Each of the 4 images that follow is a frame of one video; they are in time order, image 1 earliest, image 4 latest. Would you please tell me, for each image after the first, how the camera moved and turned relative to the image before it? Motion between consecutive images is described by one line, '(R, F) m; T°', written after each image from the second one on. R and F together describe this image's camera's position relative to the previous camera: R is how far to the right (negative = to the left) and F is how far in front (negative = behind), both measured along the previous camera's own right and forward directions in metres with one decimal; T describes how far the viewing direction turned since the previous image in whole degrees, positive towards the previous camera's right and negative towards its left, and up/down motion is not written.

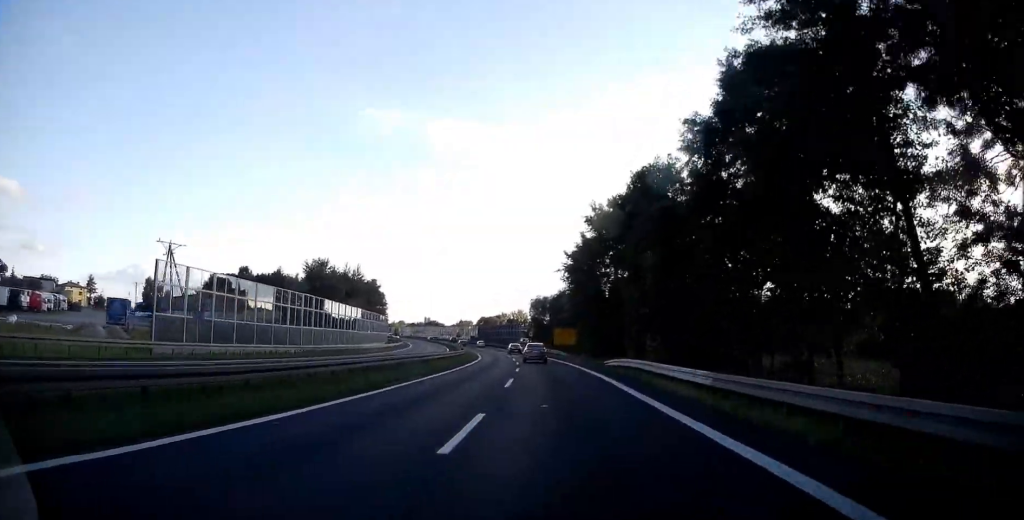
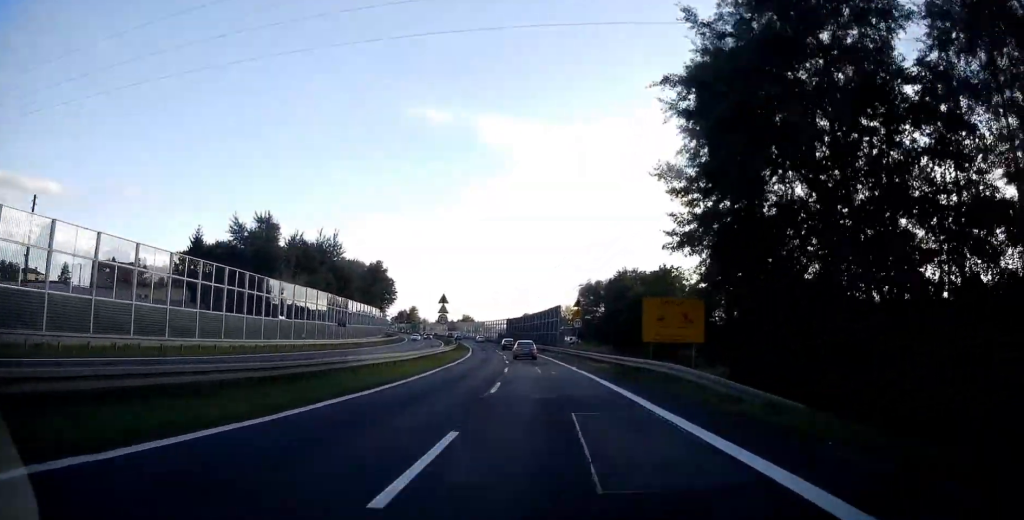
(-1.6, +49.5) m; -3°
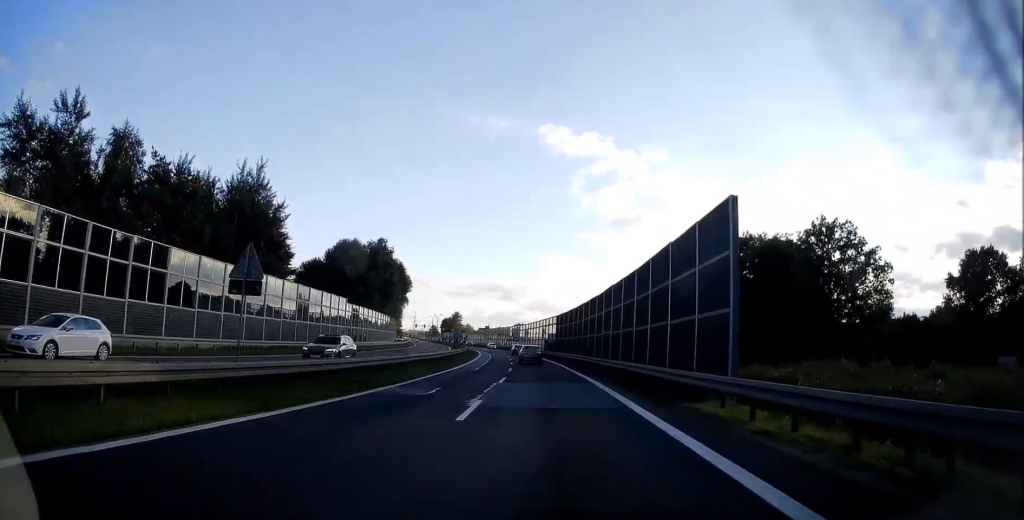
(-3.1, +52.6) m; -7°
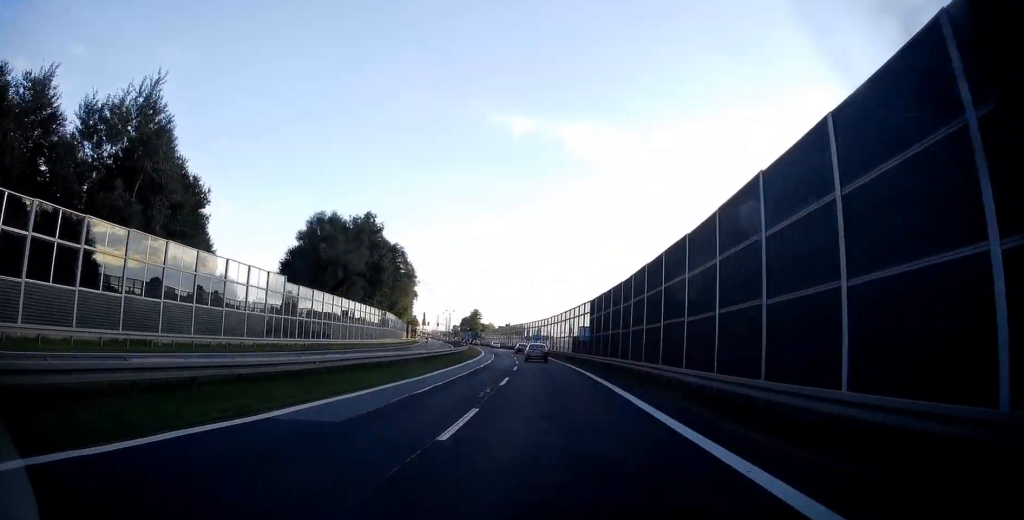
(-0.9, +27.1) m; -3°
